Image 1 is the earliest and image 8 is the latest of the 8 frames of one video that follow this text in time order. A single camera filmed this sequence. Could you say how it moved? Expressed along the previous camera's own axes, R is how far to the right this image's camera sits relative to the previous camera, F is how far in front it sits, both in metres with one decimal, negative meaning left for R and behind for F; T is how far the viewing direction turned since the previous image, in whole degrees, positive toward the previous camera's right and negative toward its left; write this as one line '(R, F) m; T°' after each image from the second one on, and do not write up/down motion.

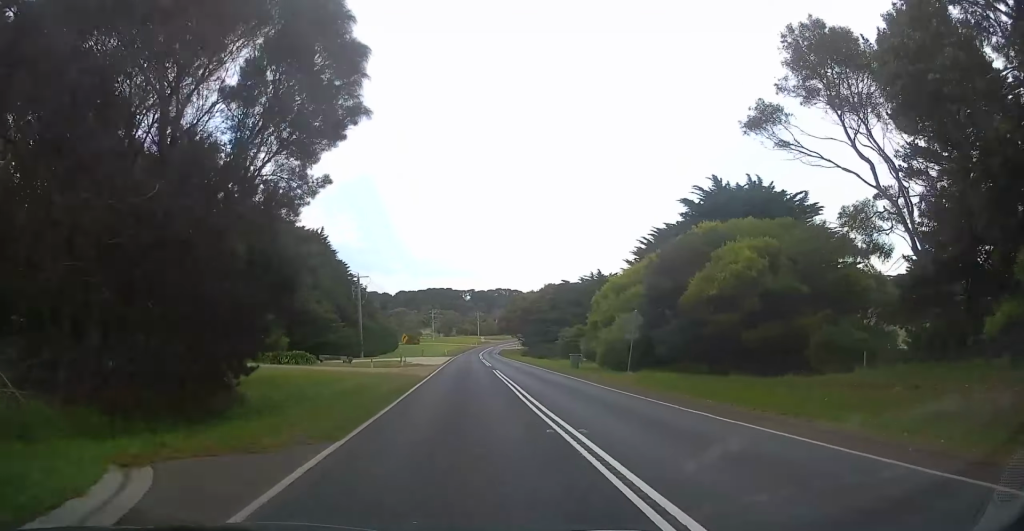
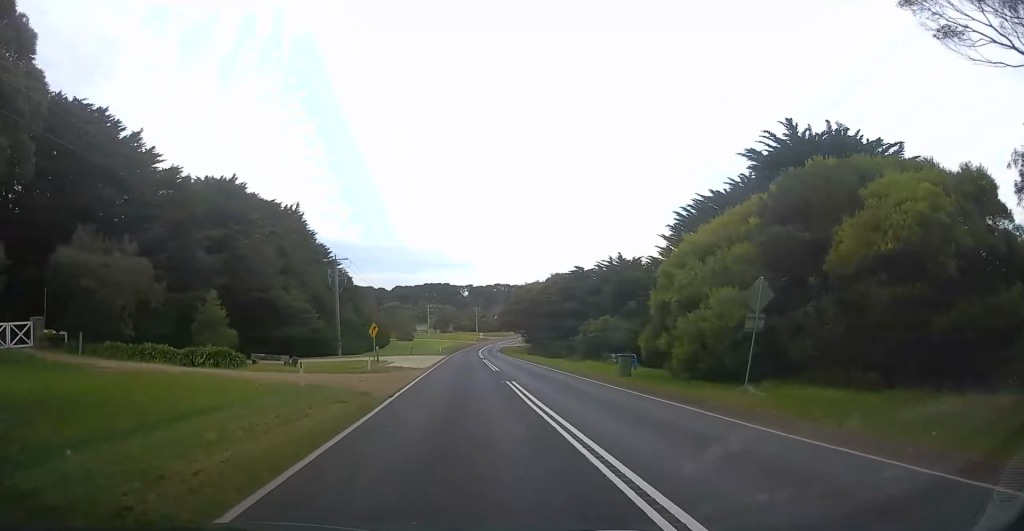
(0.0, +14.0) m; 0°
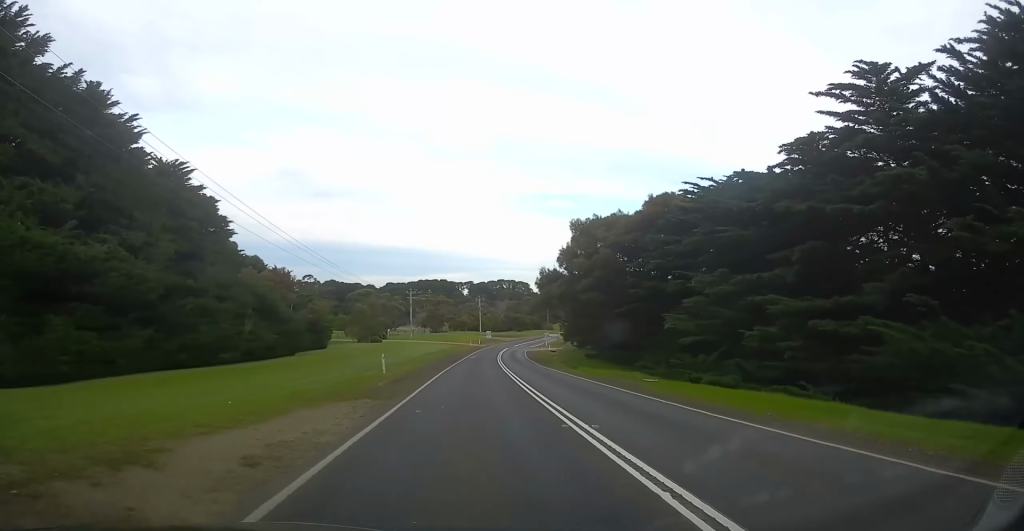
(+1.4, +67.0) m; +1°
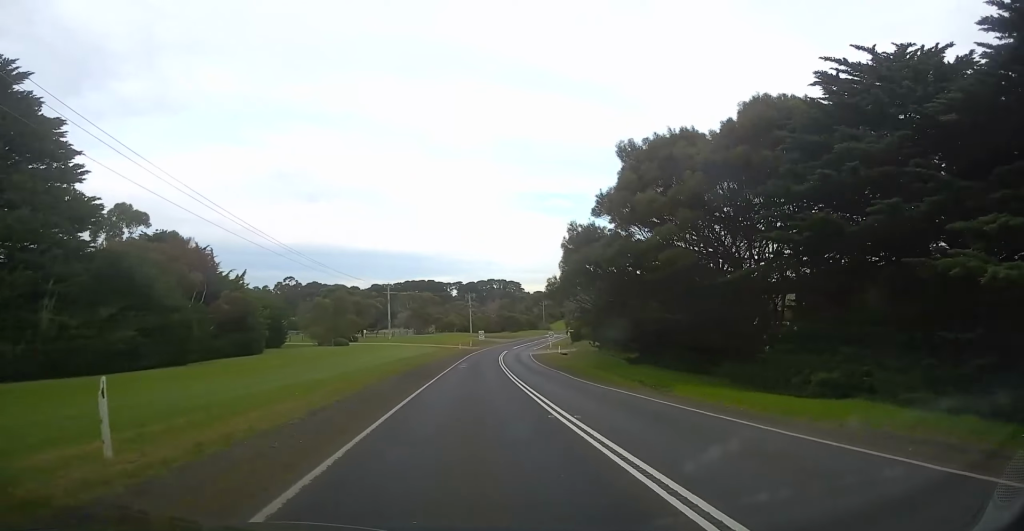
(-0.3, +23.4) m; 0°
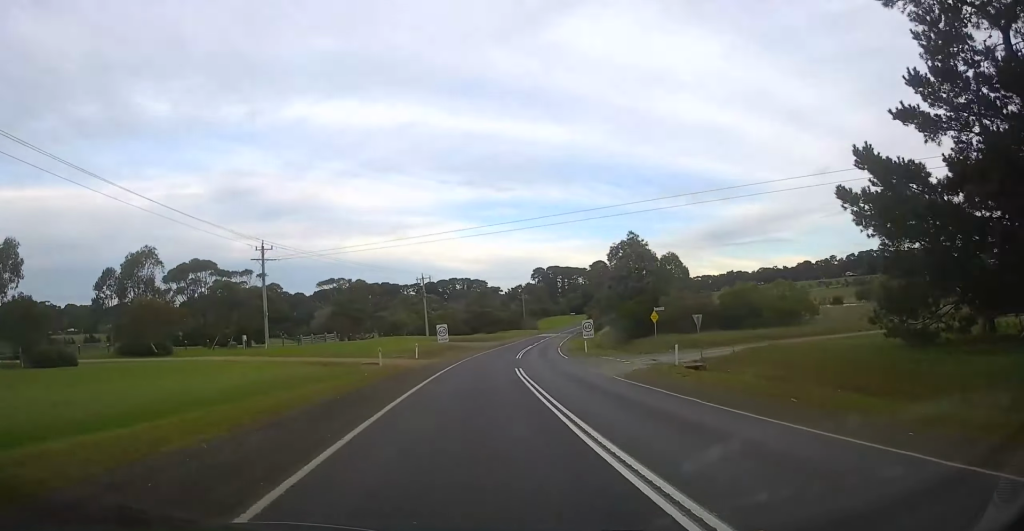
(+1.9, +59.3) m; +5°
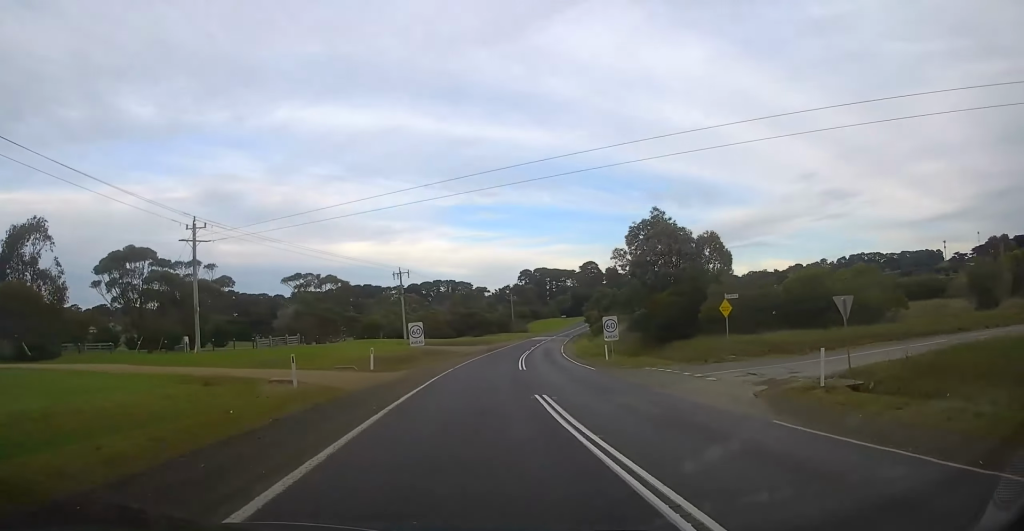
(+0.6, +14.5) m; +1°
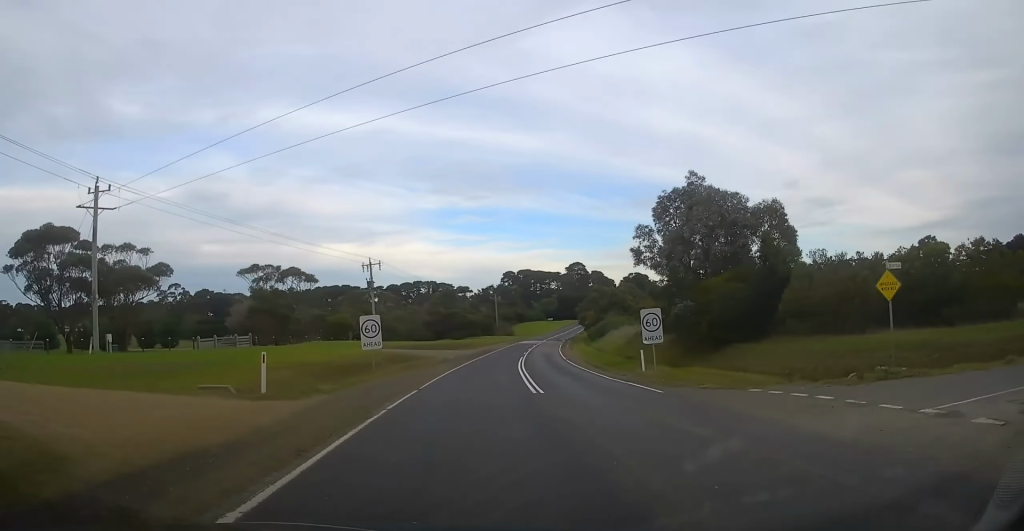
(+0.2, +13.5) m; +1°
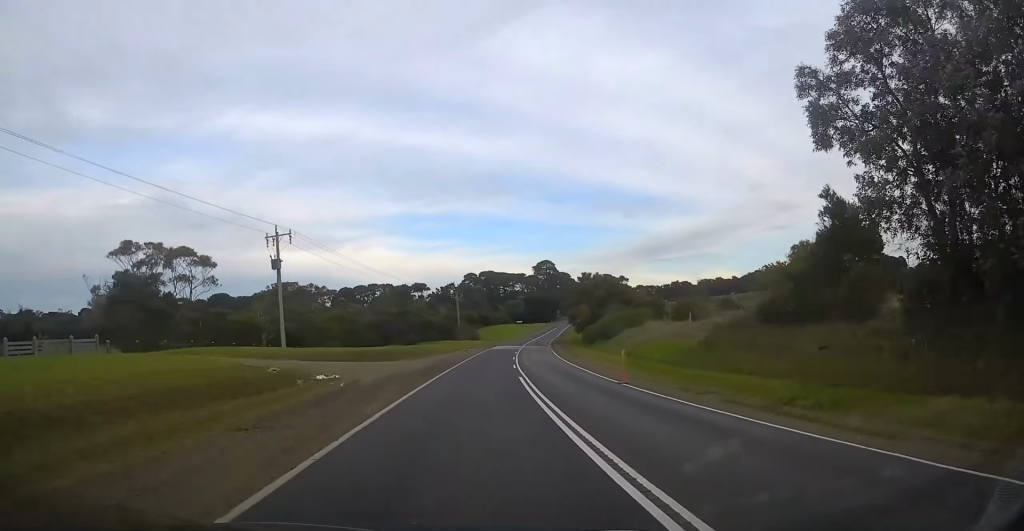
(+0.1, +26.6) m; +3°
